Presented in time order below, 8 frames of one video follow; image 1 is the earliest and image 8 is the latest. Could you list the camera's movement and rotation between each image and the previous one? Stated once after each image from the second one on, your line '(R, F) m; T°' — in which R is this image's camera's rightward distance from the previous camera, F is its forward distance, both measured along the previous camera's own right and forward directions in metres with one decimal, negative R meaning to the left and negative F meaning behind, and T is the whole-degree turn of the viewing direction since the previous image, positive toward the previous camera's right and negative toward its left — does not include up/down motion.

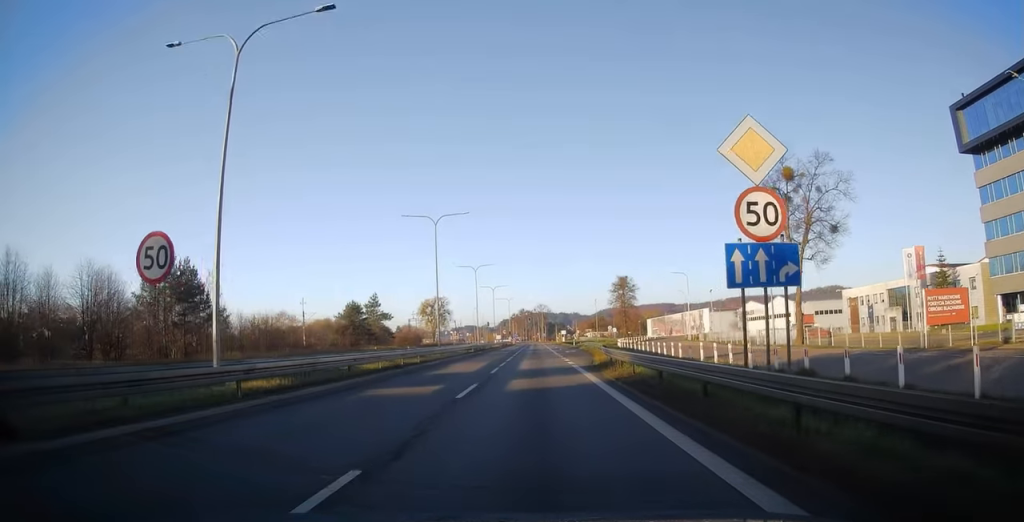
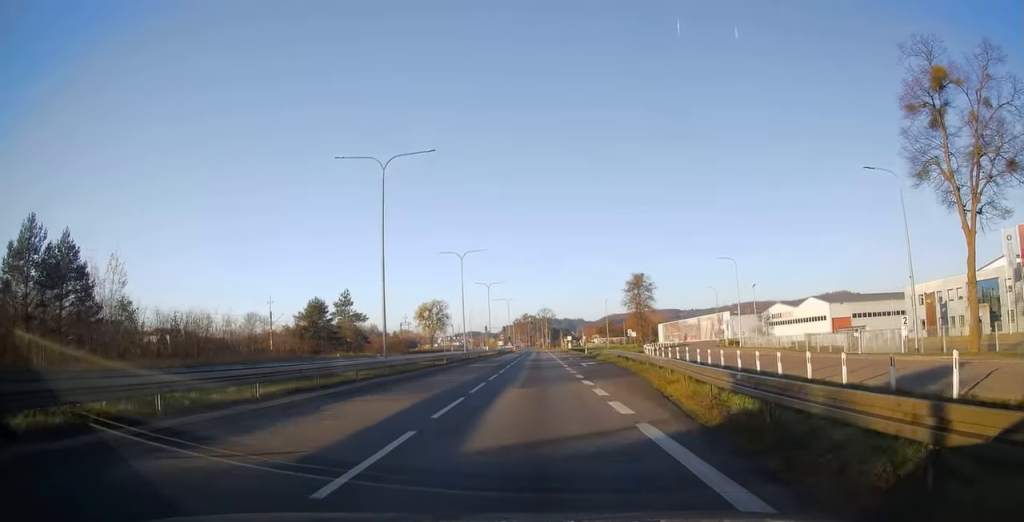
(-0.1, +19.1) m; 0°
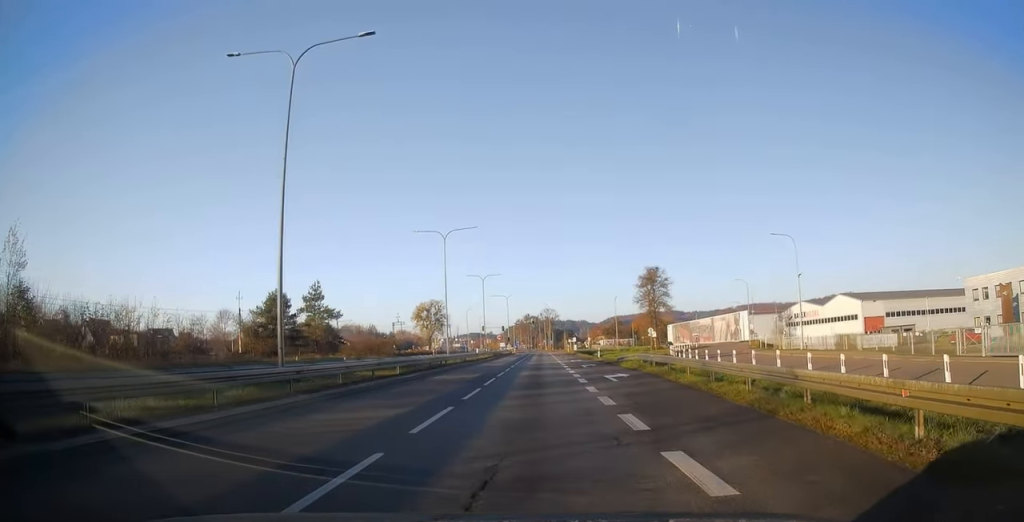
(0.0, +14.1) m; 0°
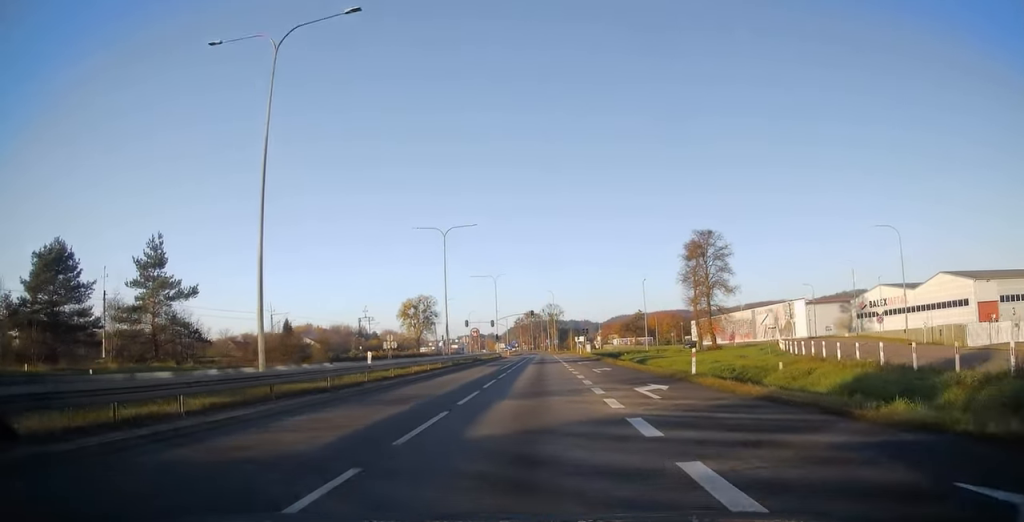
(0.0, +37.6) m; 0°
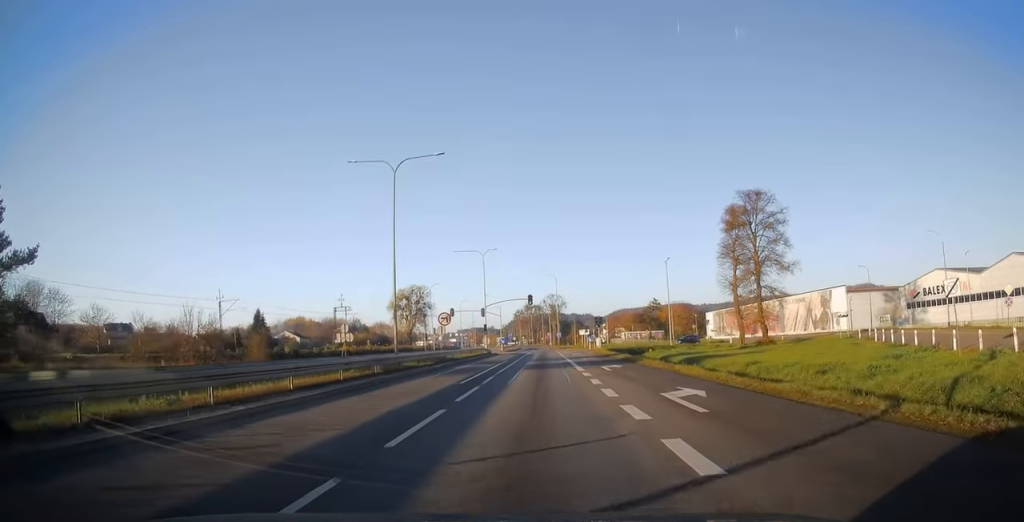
(0.0, +19.0) m; 0°
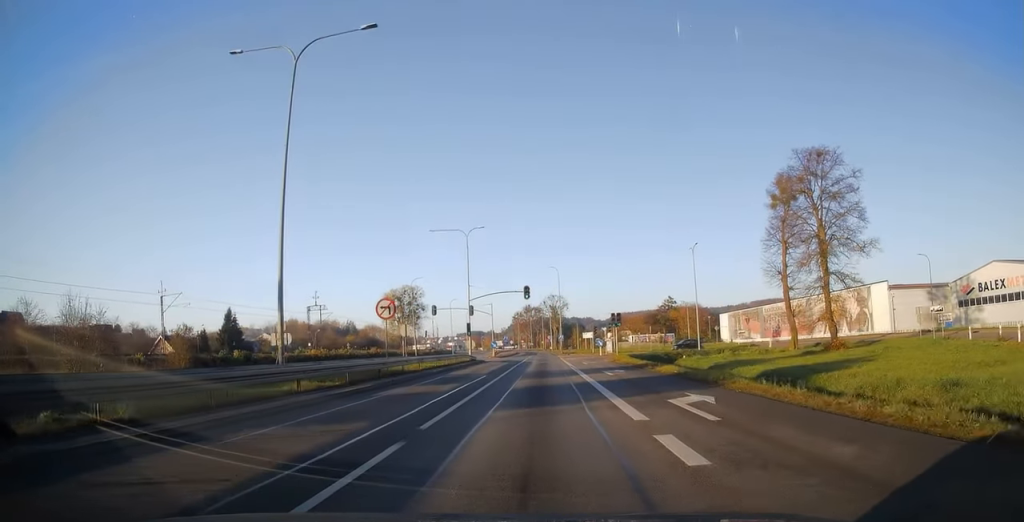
(0.0, +15.7) m; 0°
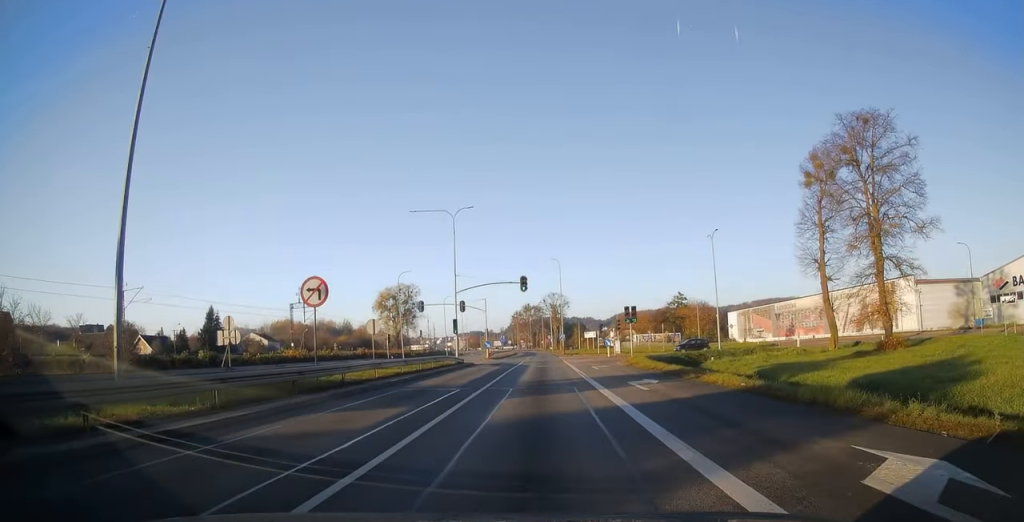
(0.0, +8.4) m; 0°
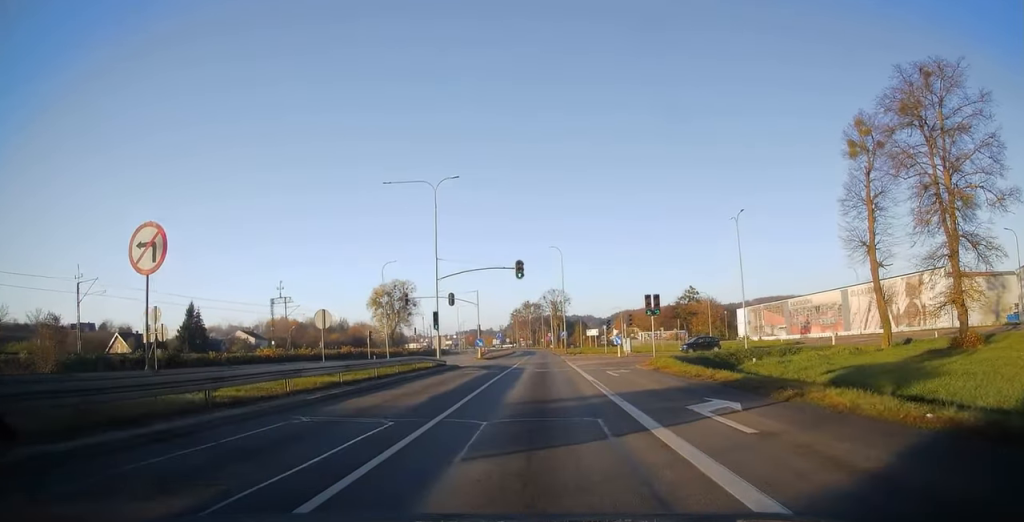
(0.0, +8.4) m; 0°
